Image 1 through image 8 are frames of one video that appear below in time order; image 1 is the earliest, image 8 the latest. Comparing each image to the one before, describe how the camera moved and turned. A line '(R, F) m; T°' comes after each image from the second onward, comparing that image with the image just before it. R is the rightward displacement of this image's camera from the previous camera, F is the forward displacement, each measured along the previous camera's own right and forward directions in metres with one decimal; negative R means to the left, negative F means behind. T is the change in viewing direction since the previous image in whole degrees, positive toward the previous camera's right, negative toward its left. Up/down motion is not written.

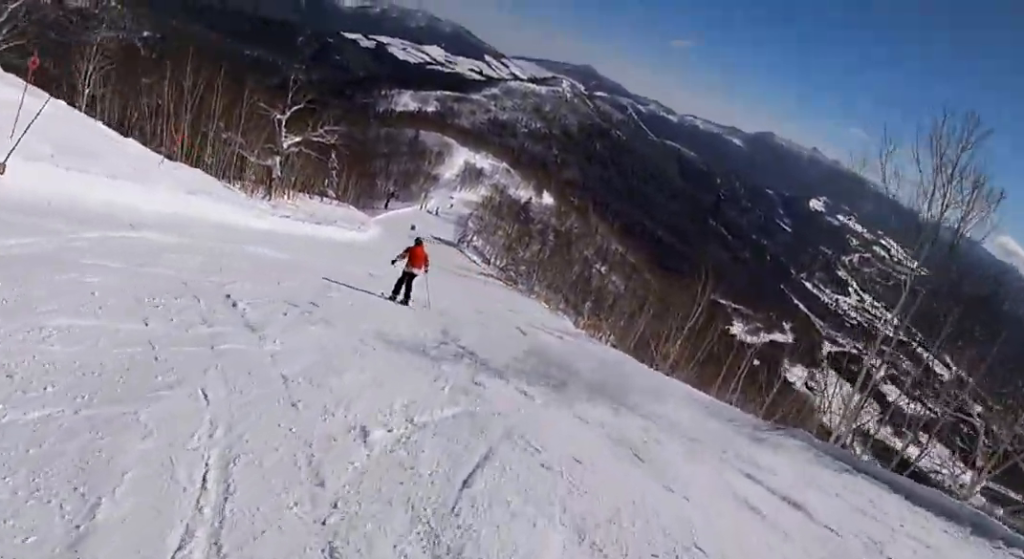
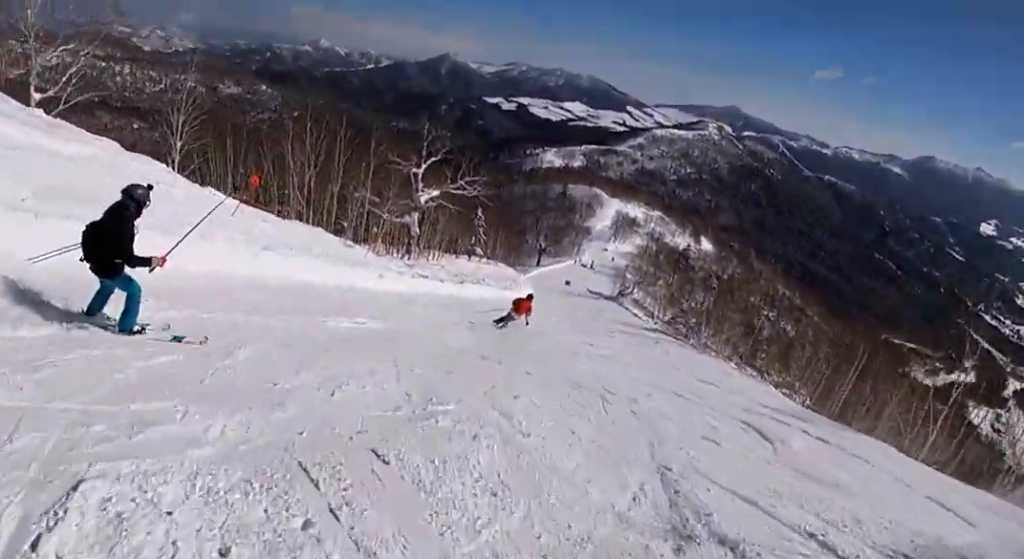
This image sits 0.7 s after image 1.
(-0.2, +5.1) m; -2°
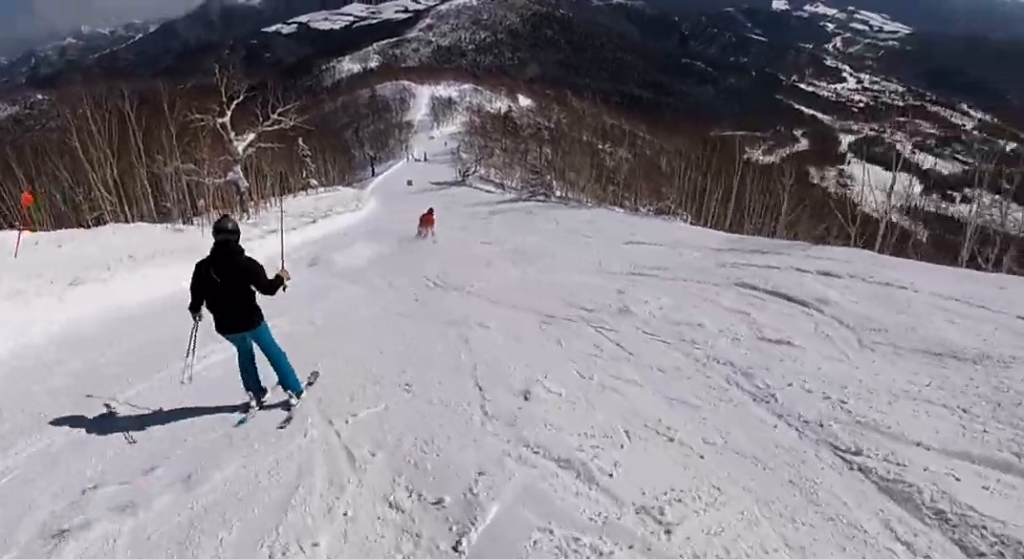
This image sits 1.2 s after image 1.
(0.0, +3.4) m; +2°
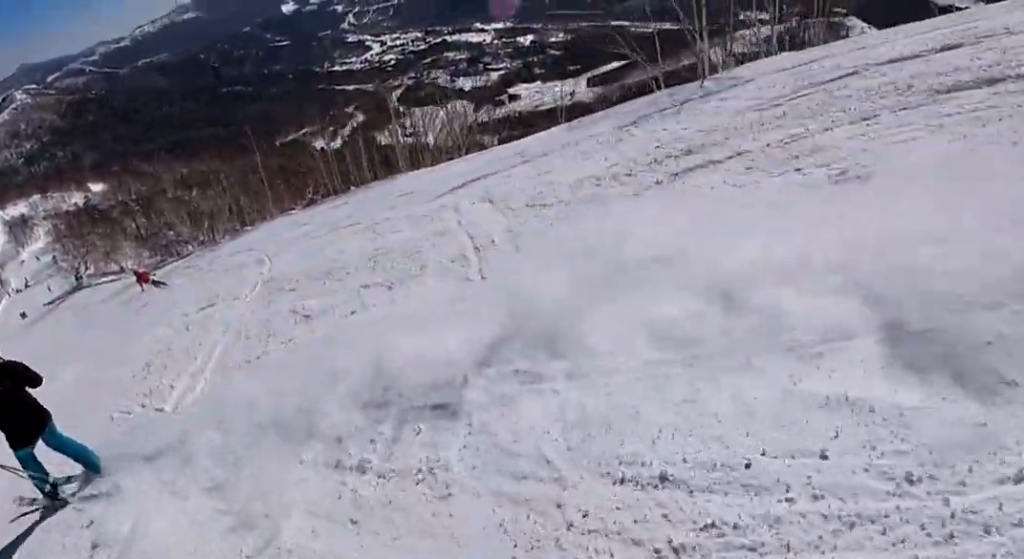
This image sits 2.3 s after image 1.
(+0.5, +7.7) m; +14°
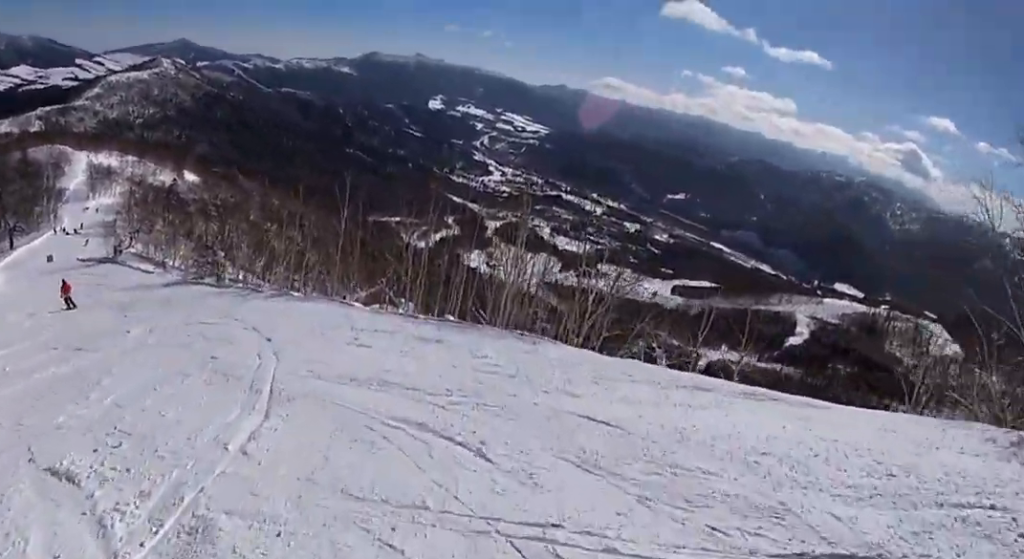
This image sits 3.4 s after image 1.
(+1.2, +8.0) m; +4°
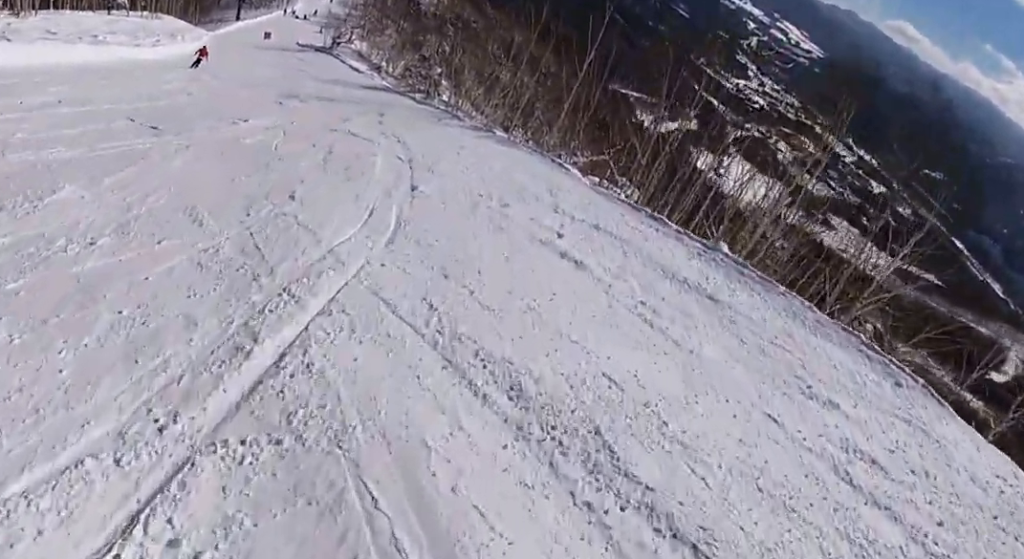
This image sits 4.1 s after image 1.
(+0.1, +5.5) m; -9°
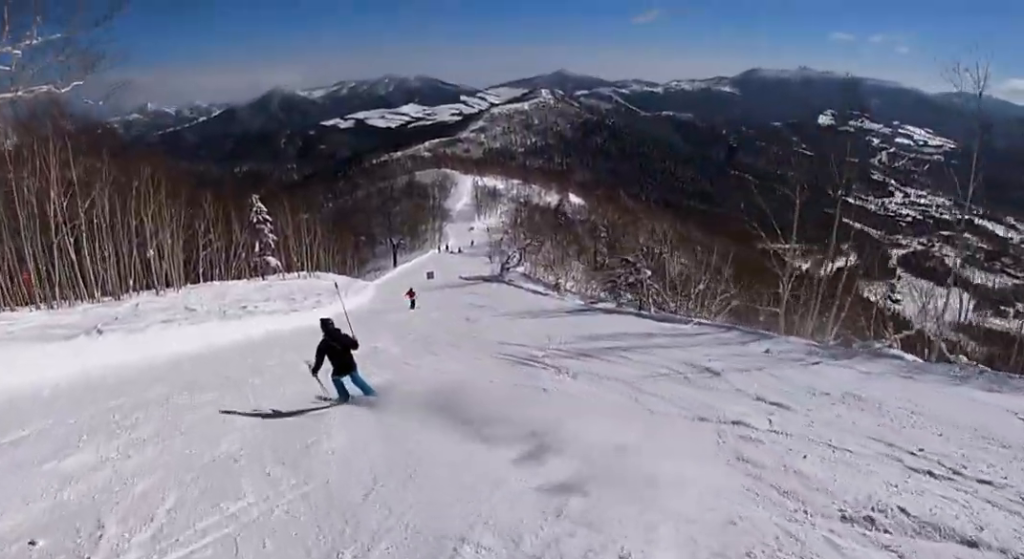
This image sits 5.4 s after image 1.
(-1.7, +9.9) m; -8°
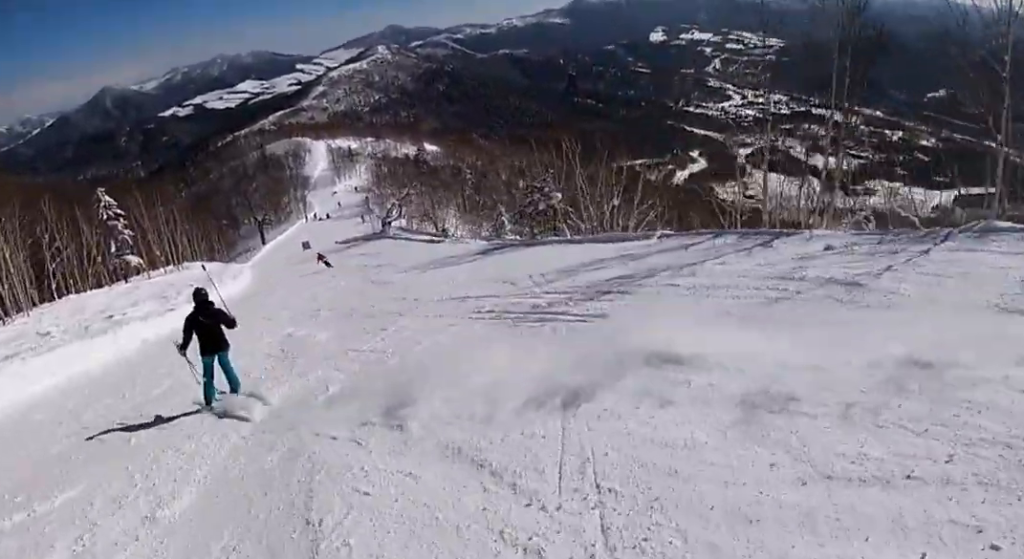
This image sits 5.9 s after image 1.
(+0.1, +4.5) m; +1°
